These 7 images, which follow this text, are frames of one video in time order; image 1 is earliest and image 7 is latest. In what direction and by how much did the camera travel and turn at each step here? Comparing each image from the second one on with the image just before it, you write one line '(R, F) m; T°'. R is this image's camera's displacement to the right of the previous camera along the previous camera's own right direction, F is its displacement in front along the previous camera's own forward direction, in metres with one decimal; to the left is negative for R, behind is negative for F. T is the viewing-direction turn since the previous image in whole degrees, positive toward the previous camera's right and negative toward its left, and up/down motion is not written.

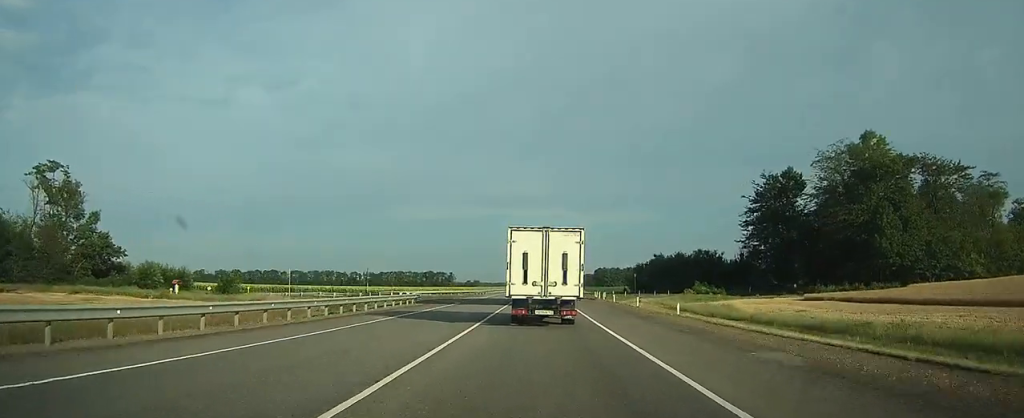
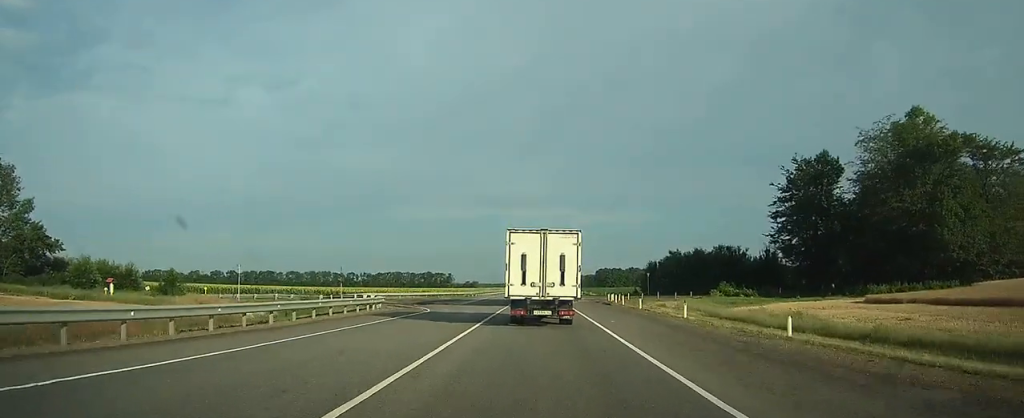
(0.0, +11.9) m; 0°
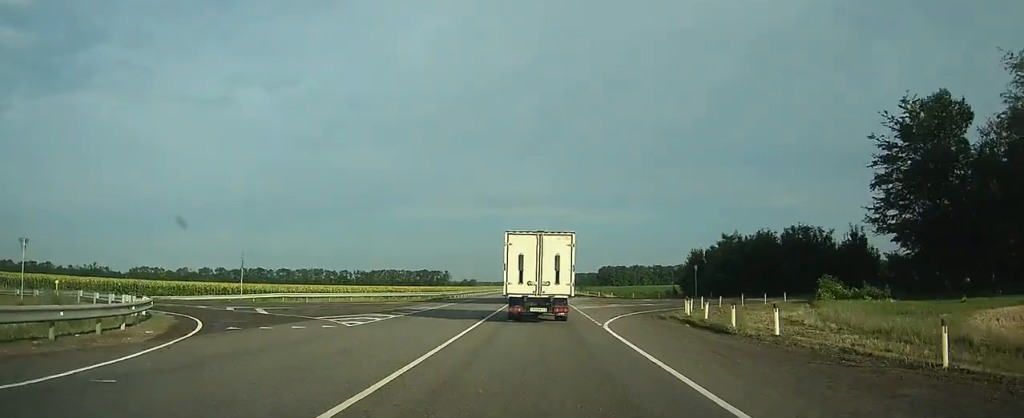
(0.0, +25.1) m; 0°
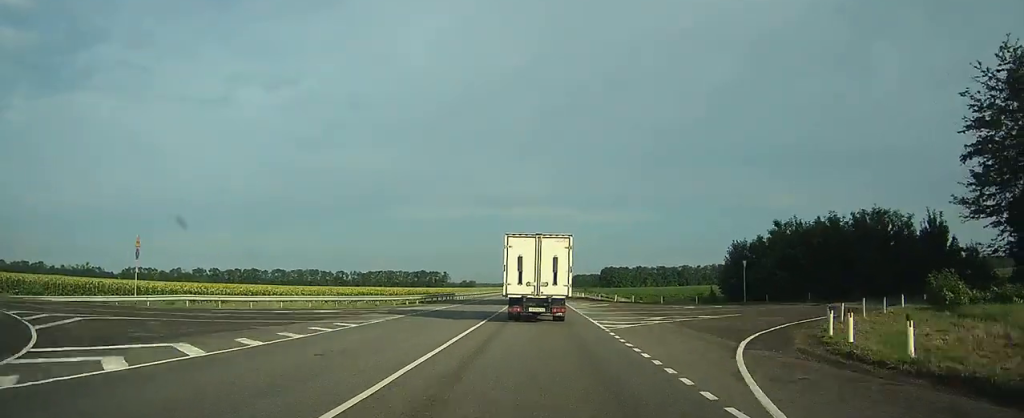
(0.0, +13.5) m; 0°
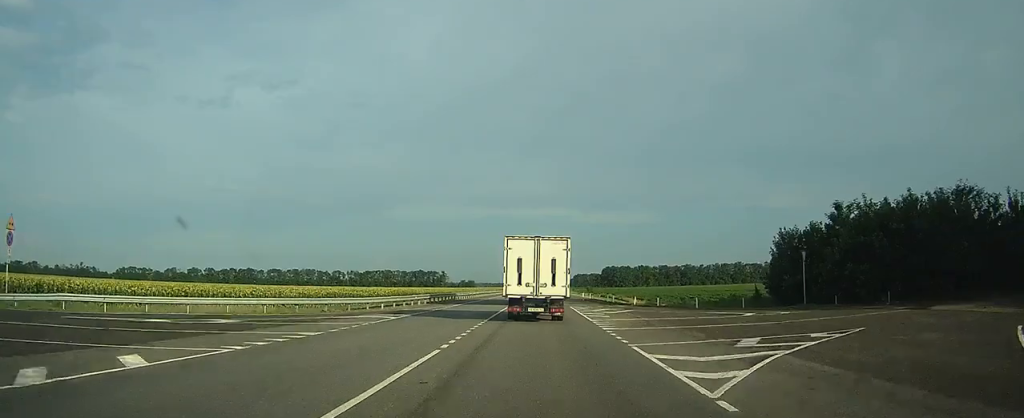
(0.0, +10.3) m; 0°
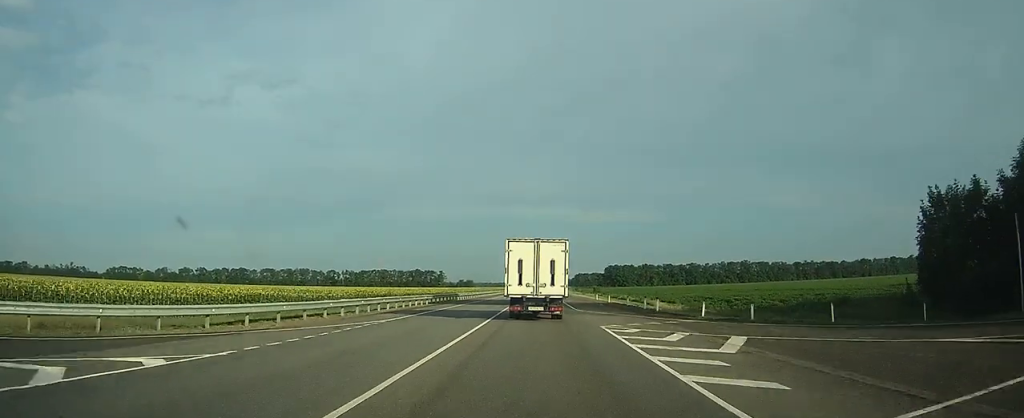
(0.0, +19.7) m; 0°
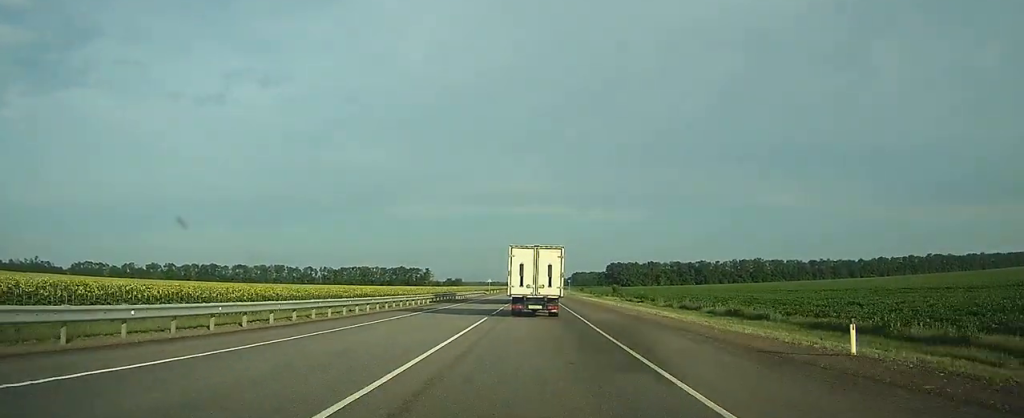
(+0.2, +54.4) m; +1°
